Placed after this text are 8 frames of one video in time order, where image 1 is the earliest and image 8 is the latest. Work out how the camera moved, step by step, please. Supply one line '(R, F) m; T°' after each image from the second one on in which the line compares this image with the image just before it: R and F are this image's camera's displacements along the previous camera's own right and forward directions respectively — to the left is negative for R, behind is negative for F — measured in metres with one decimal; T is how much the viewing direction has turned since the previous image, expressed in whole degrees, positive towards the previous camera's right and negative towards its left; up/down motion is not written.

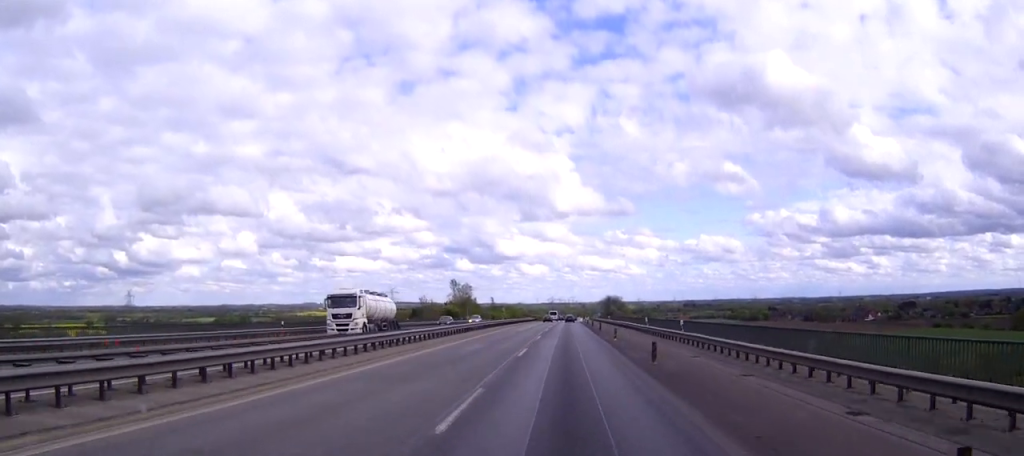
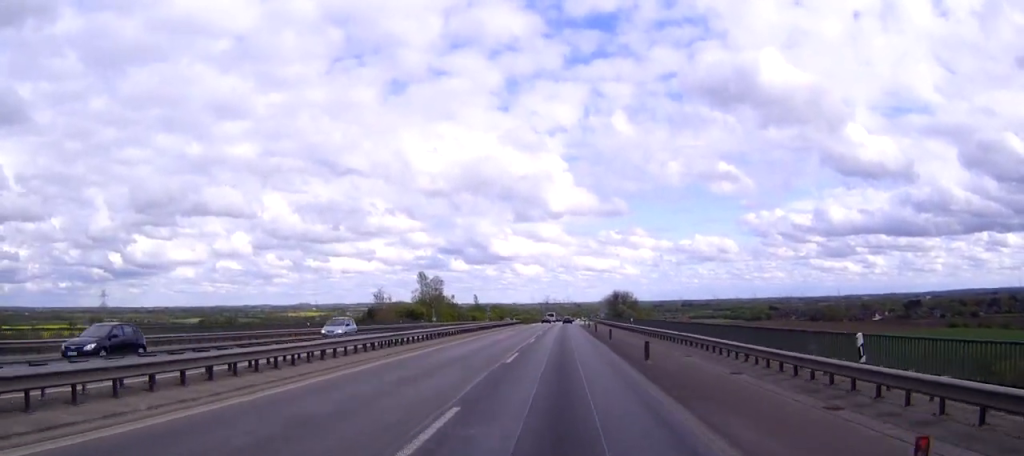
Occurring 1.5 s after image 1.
(+0.1, +39.1) m; 0°
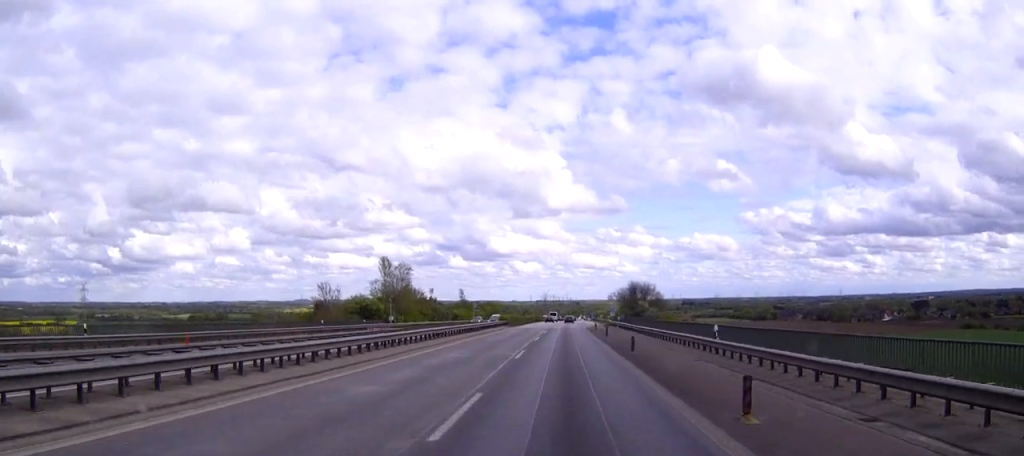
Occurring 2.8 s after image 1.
(0.0, +33.5) m; 0°
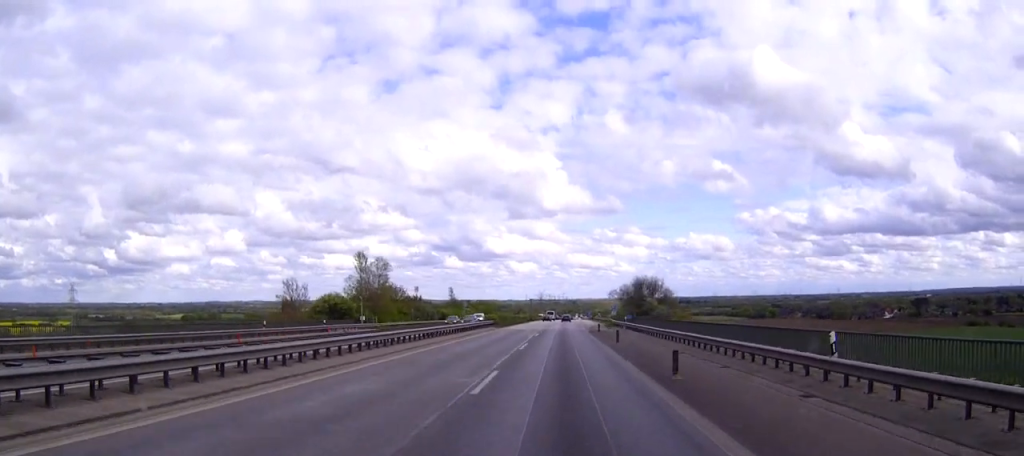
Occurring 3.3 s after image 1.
(0.0, +12.9) m; 0°
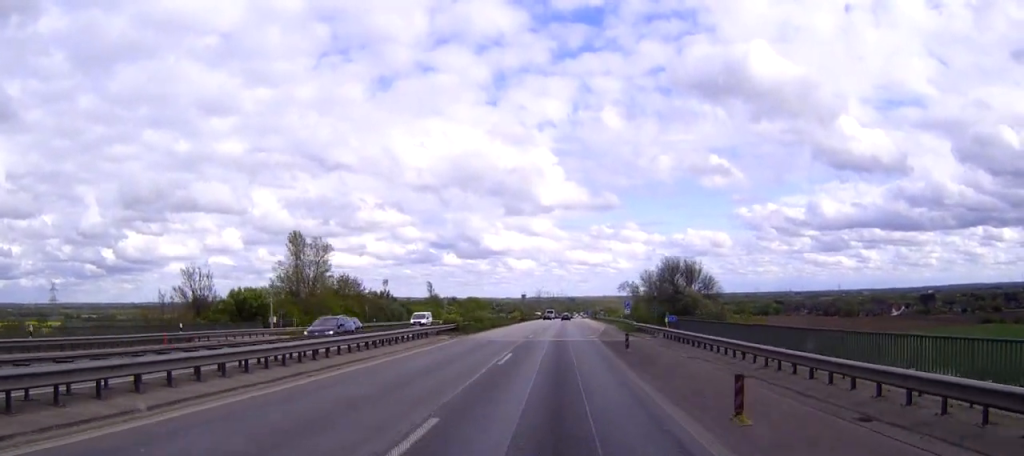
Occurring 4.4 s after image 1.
(+0.1, +27.6) m; 0°
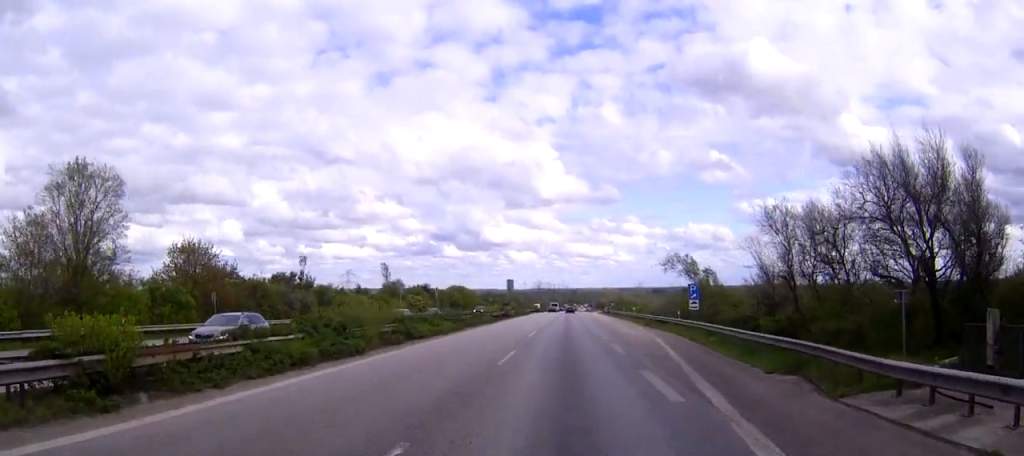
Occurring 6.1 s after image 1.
(+0.1, +44.2) m; 0°
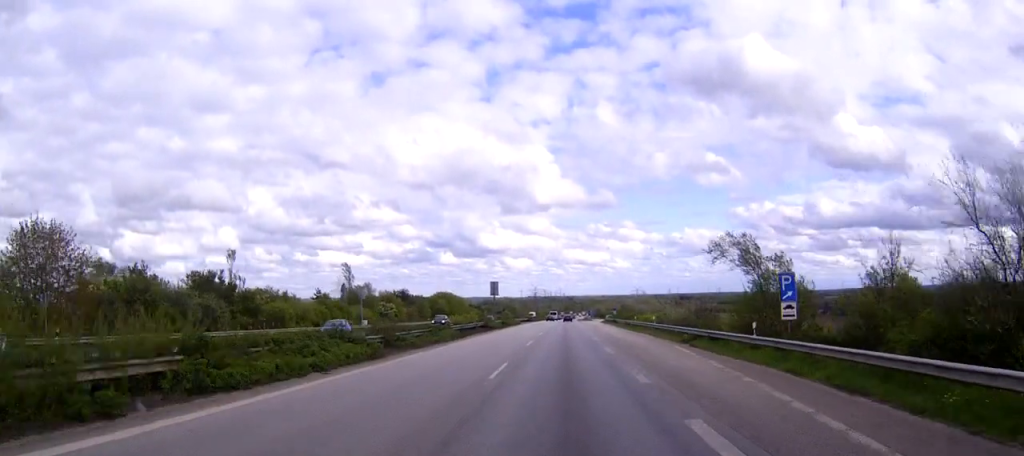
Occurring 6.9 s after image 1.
(0.0, +20.0) m; 0°
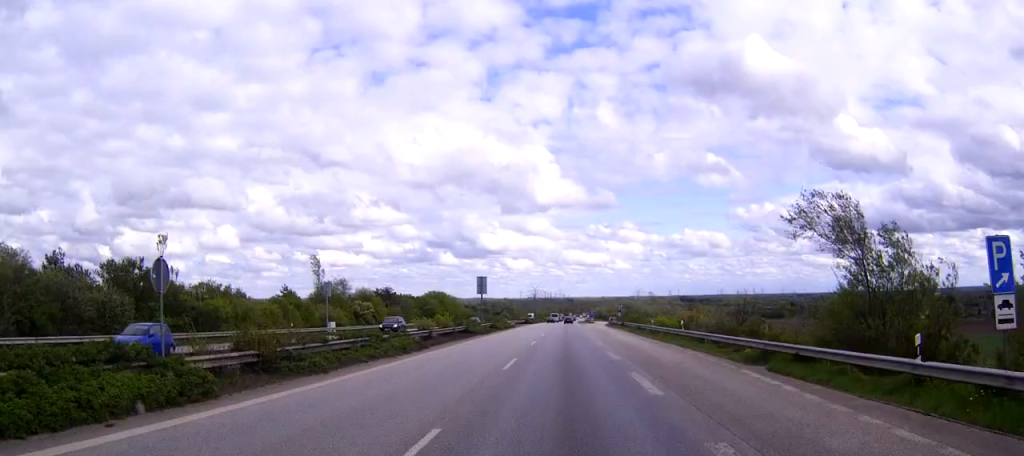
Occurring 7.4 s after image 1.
(0.0, +13.9) m; 0°
